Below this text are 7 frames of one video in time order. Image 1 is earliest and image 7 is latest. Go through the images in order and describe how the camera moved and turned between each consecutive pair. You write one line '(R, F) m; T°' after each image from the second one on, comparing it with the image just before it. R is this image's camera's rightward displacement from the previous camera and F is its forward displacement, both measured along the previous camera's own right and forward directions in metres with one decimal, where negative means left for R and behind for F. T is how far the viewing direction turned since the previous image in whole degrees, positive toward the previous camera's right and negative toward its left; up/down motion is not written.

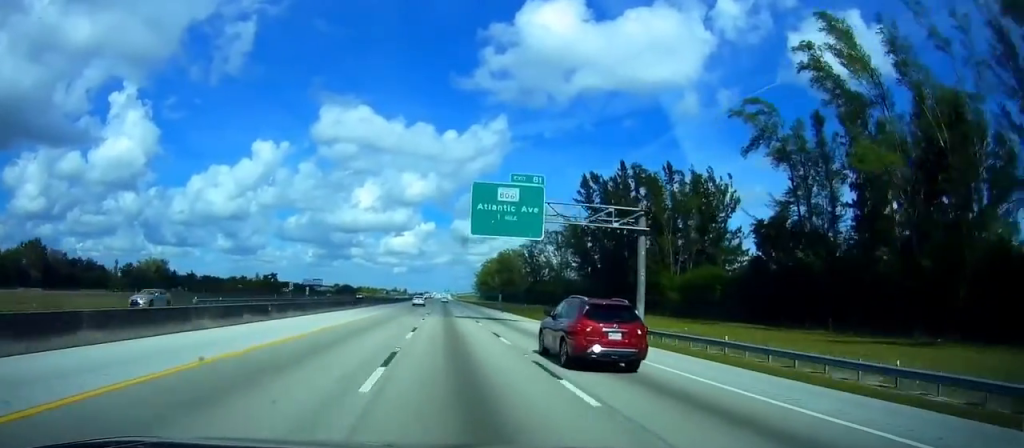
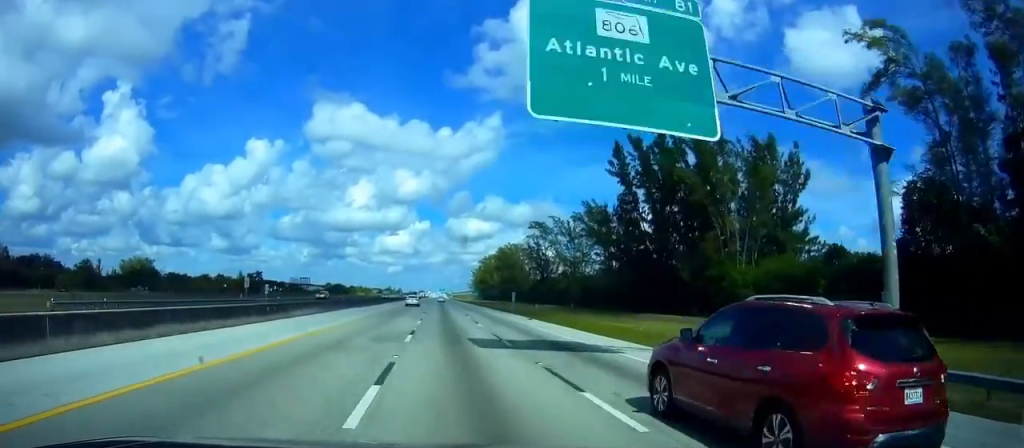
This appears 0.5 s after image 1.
(+0.3, +25.2) m; +1°
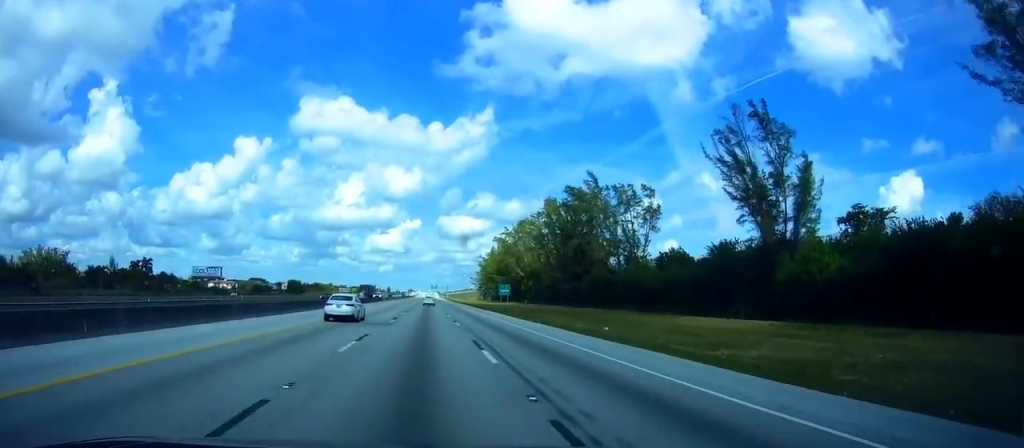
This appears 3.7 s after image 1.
(+4.1, +149.6) m; +2°
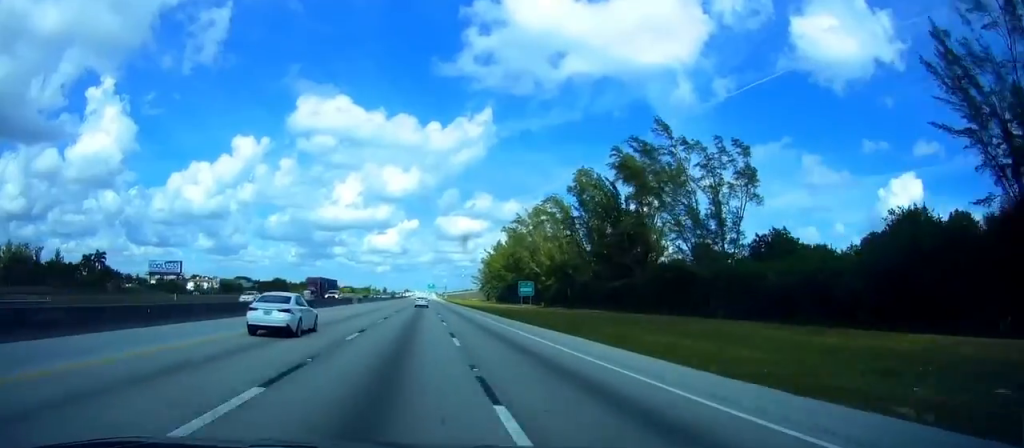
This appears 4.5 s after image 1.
(-0.2, +37.8) m; 0°
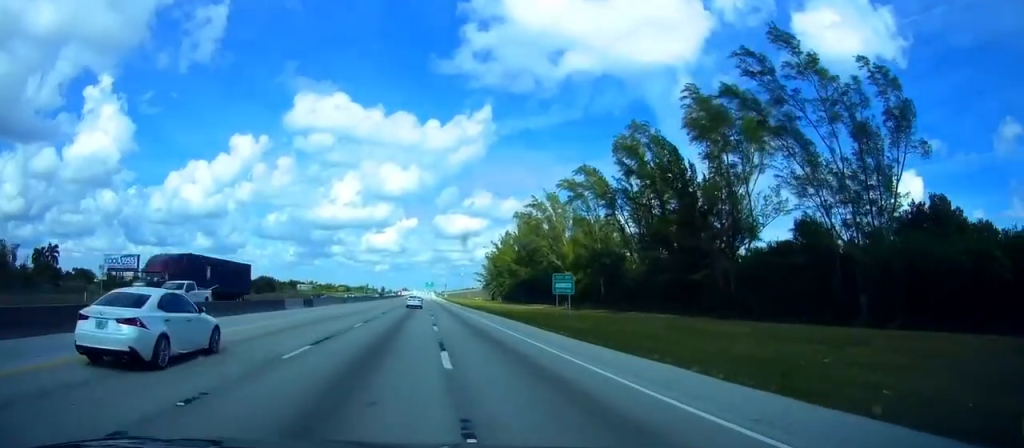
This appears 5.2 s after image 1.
(-0.5, +31.6) m; 0°
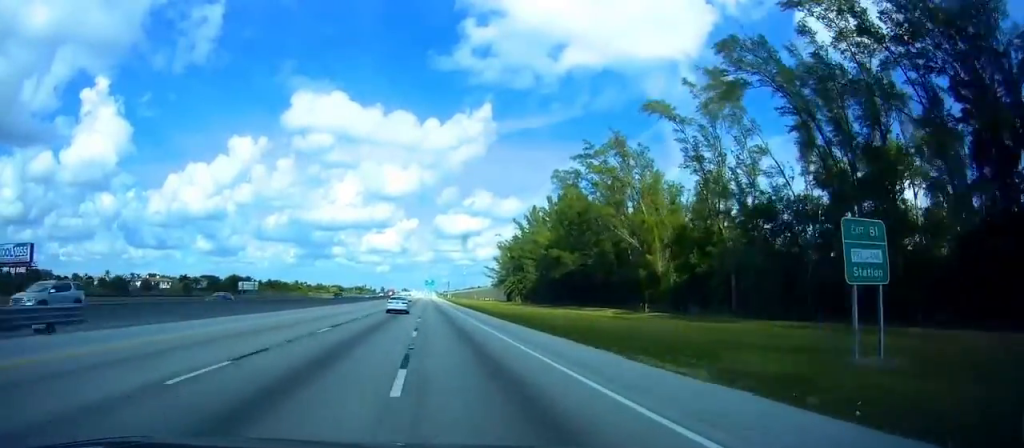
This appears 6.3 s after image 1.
(+0.9, +55.2) m; +1°
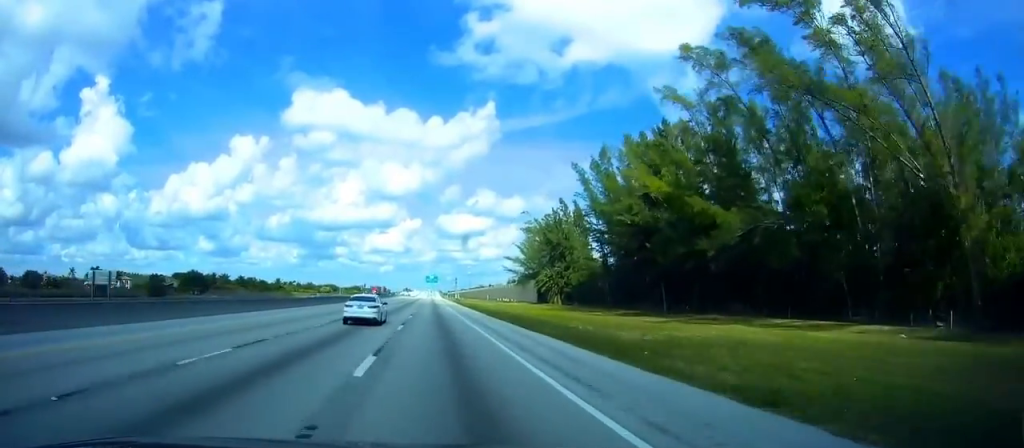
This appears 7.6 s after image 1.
(0.0, +59.9) m; 0°
